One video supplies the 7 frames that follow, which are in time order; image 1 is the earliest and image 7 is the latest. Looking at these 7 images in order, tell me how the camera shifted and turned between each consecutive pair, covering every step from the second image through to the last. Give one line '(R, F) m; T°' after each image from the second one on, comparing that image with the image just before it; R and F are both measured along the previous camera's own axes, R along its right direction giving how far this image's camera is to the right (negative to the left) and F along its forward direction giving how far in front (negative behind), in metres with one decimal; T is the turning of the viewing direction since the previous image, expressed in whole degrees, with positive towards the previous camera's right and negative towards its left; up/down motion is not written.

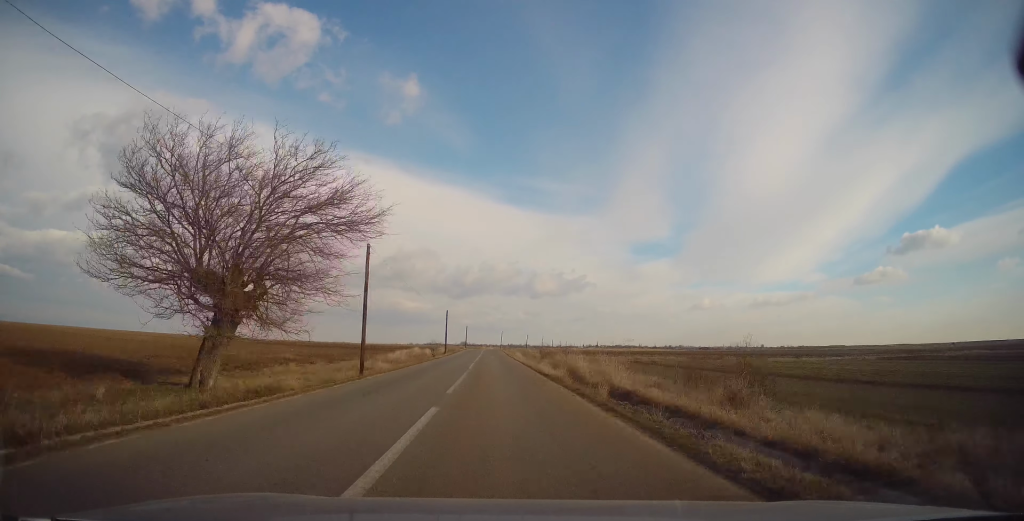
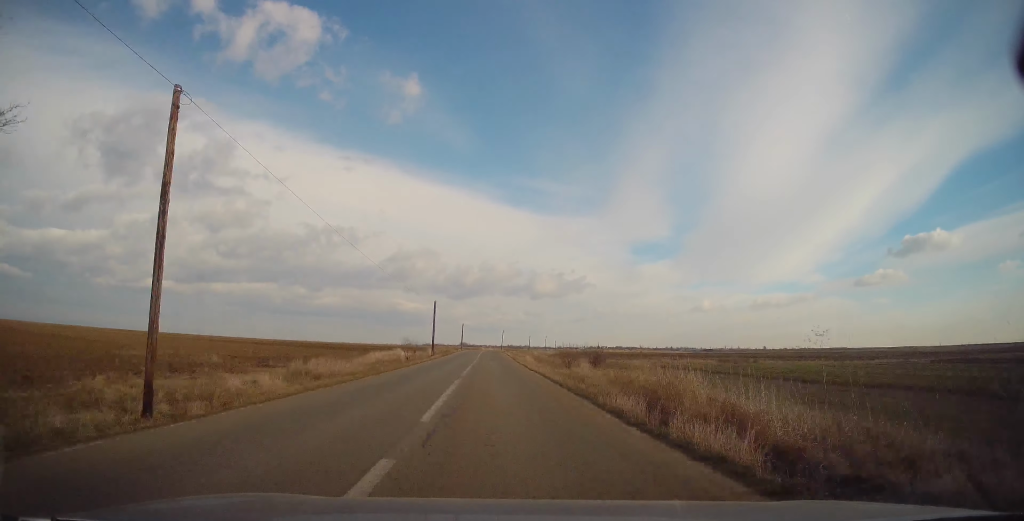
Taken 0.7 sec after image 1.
(0.0, +16.5) m; 0°
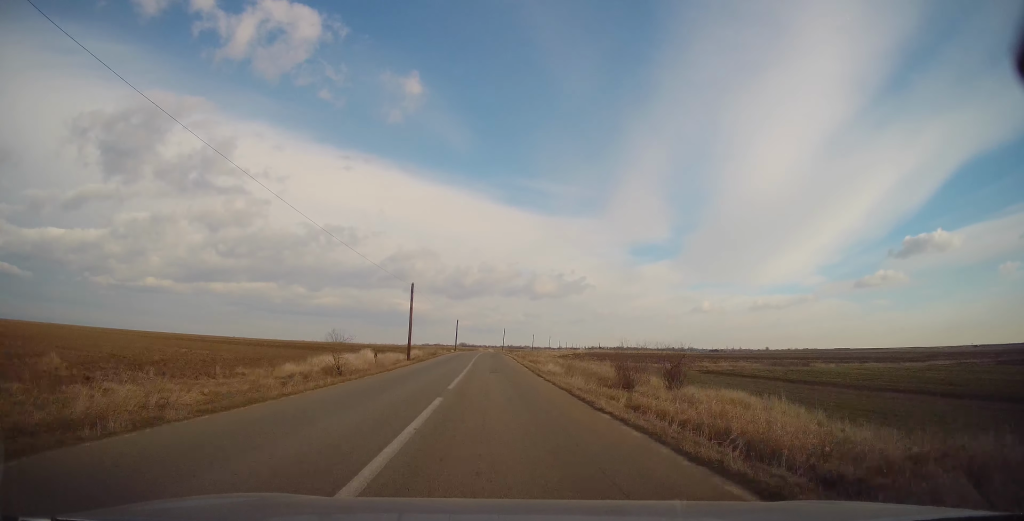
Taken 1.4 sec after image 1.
(0.0, +17.3) m; 0°
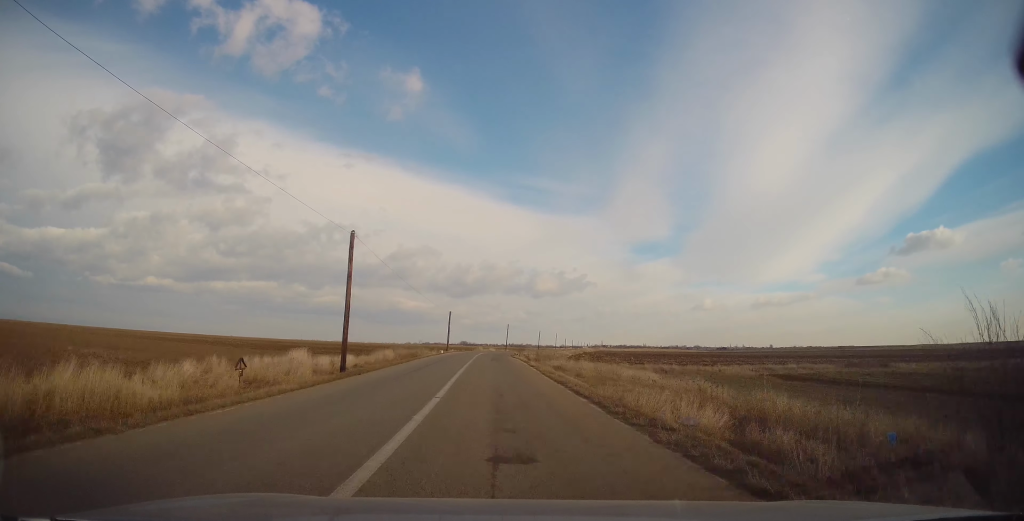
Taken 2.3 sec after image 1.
(0.0, +18.8) m; 0°
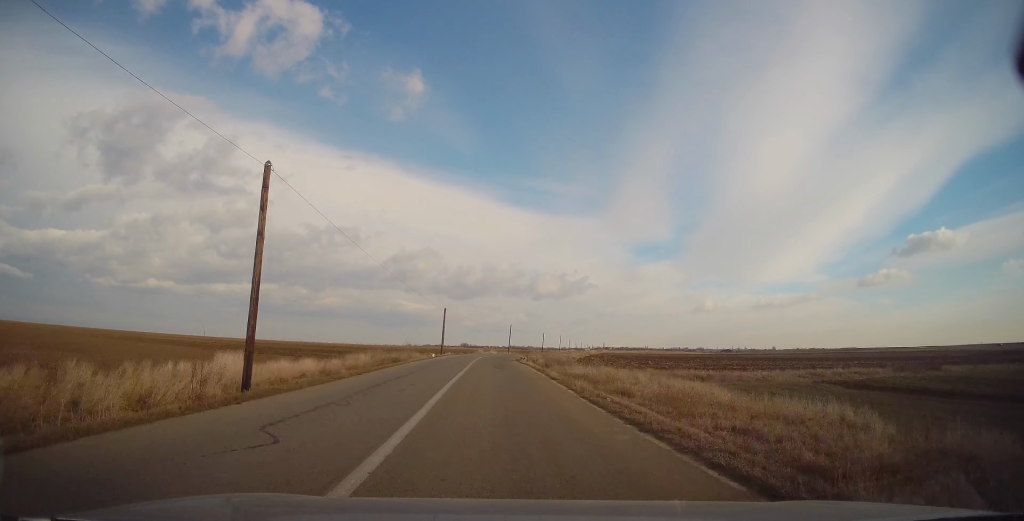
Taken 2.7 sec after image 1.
(0.0, +9.6) m; 0°
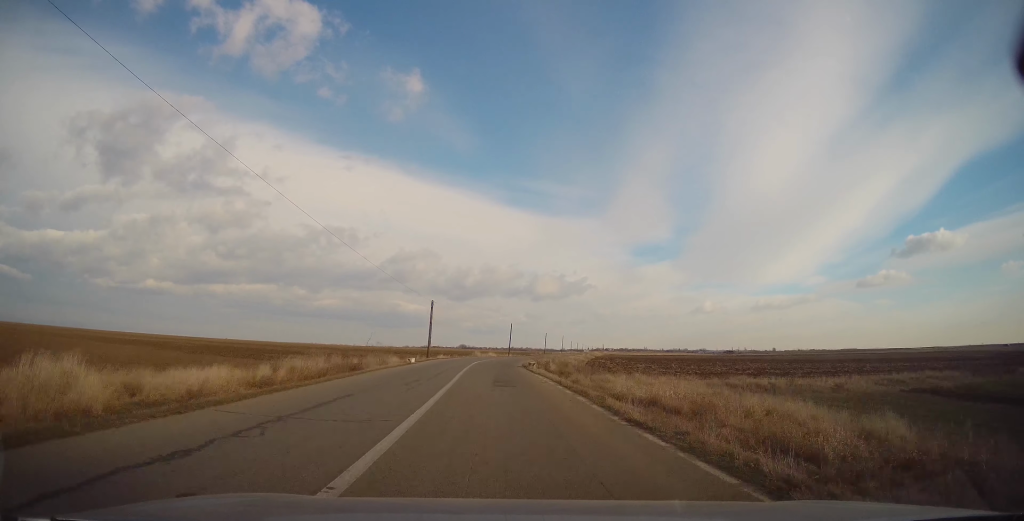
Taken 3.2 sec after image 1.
(0.0, +11.1) m; 0°
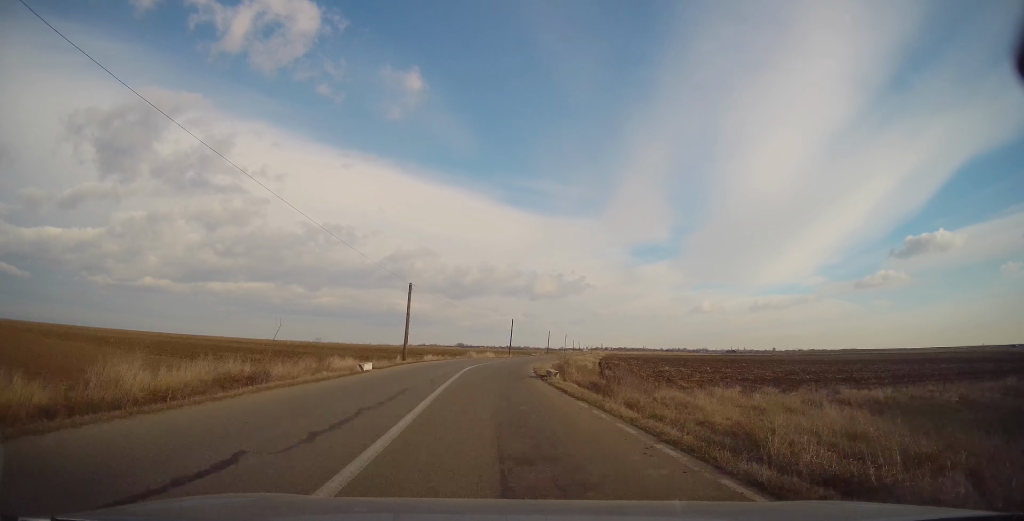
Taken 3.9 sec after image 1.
(0.0, +13.0) m; +1°
